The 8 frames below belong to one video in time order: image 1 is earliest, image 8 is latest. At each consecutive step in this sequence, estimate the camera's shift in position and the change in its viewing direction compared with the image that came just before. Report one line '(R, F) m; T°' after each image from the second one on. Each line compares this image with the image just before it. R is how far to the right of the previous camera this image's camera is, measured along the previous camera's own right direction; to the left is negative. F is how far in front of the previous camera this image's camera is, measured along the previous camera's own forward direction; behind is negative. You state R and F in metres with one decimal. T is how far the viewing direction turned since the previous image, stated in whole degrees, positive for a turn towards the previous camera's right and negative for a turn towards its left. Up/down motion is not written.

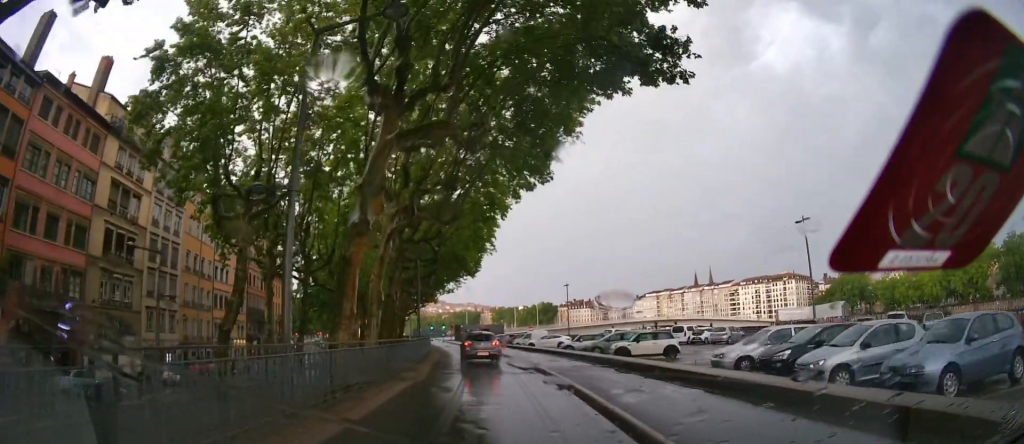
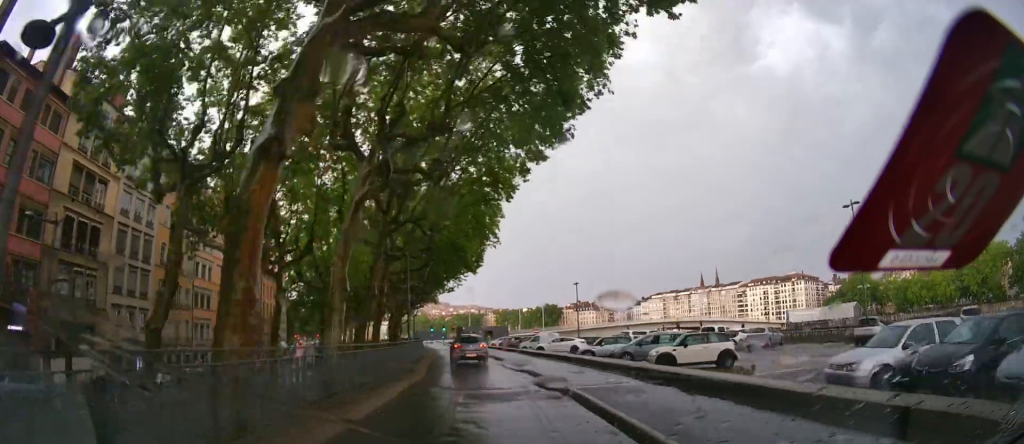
(0.0, +5.8) m; 0°
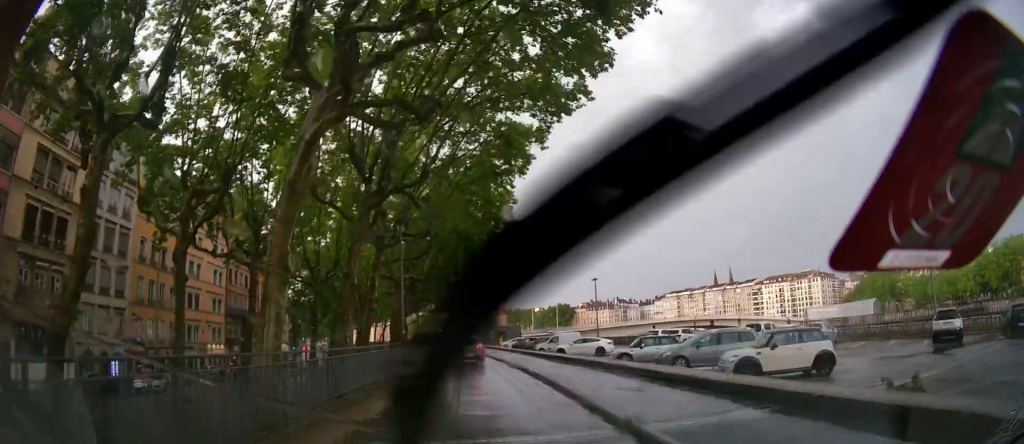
(0.0, +5.0) m; 0°
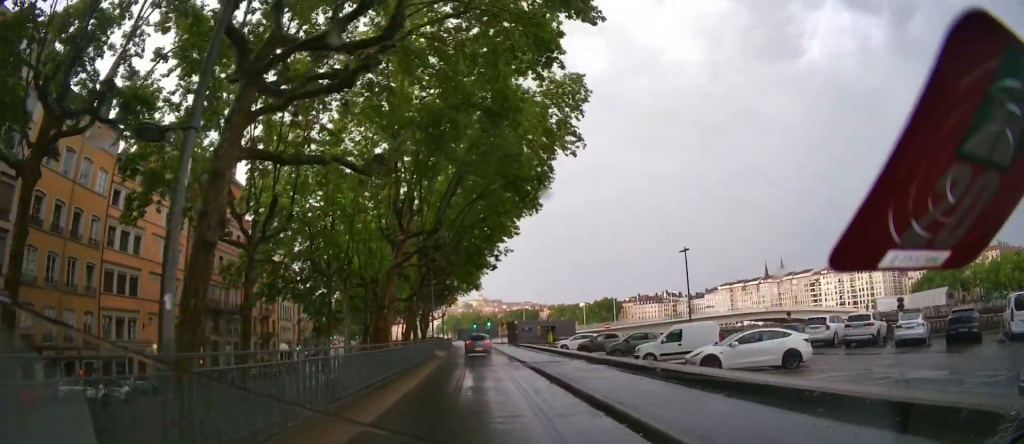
(-0.4, +18.0) m; -4°
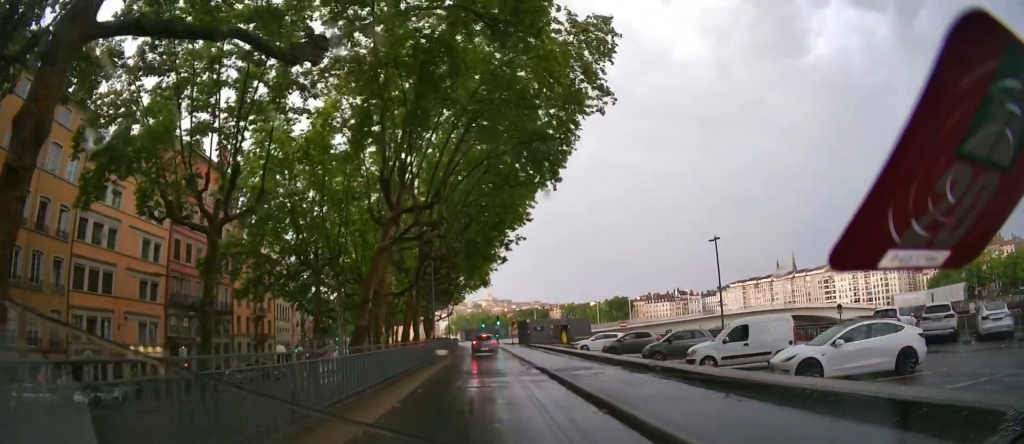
(0.0, +4.8) m; -1°
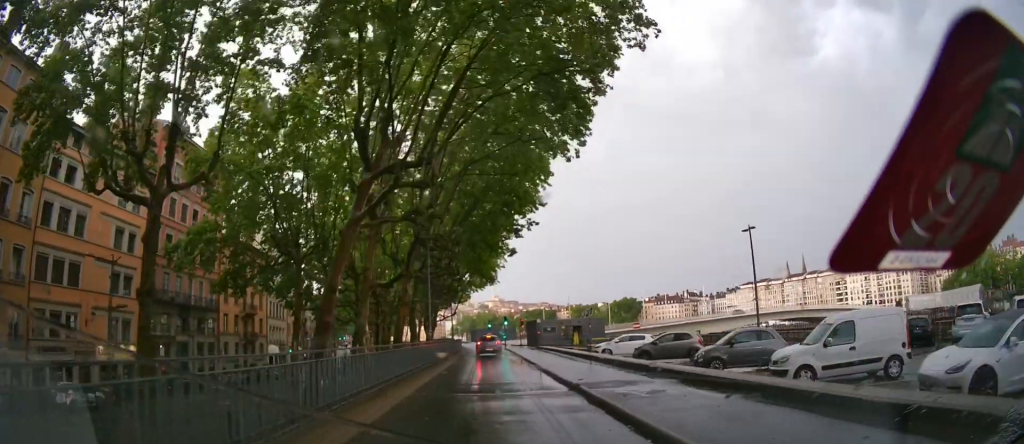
(-0.1, +4.6) m; -1°
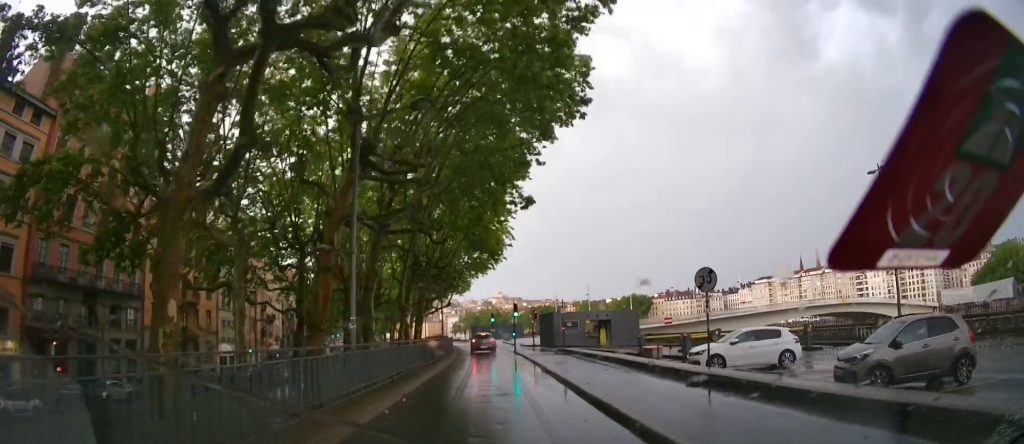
(-0.2, +14.2) m; -1°
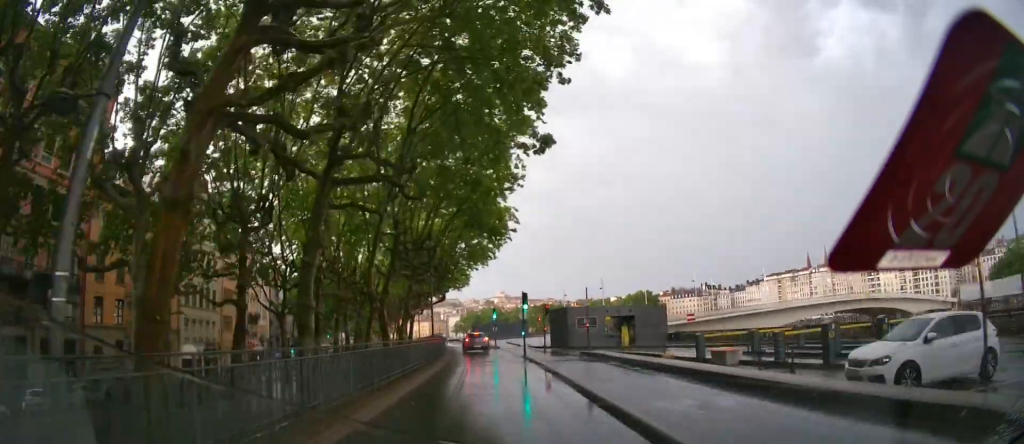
(-0.1, +8.5) m; -1°
